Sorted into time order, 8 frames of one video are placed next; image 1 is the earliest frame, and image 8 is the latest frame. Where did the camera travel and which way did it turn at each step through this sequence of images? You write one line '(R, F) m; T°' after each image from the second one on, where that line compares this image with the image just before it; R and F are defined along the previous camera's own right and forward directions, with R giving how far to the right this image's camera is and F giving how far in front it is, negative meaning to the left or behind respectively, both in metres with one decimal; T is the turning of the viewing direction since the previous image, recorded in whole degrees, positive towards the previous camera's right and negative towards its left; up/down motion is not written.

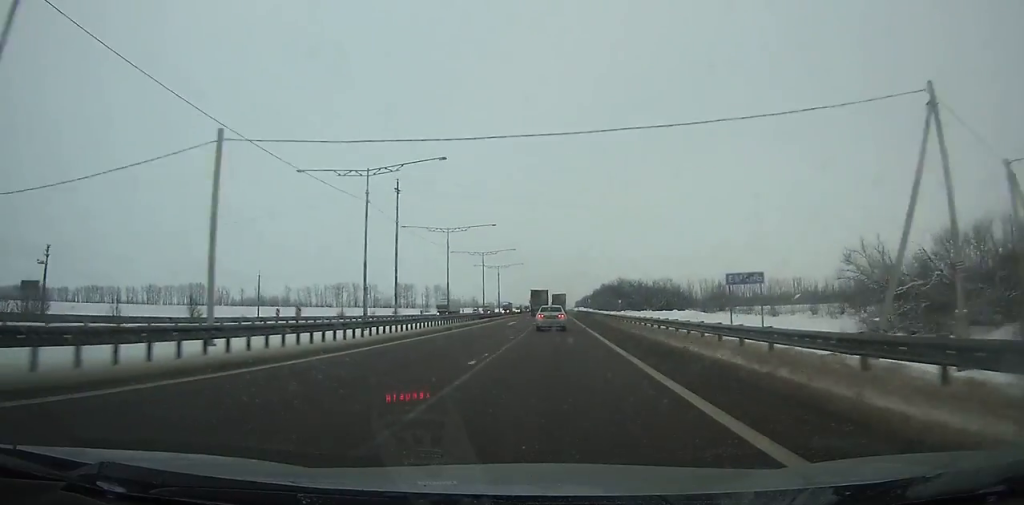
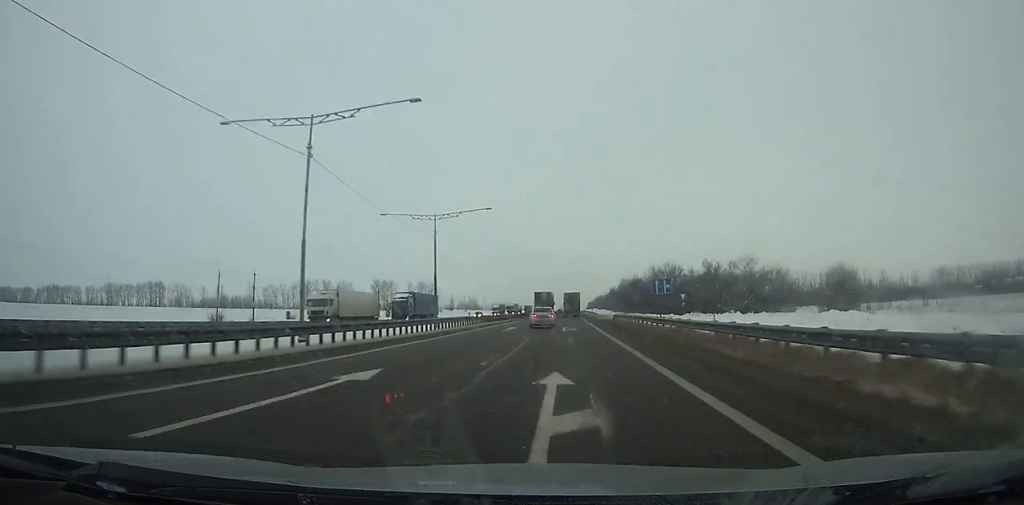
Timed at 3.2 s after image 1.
(-0.9, +72.6) m; -1°
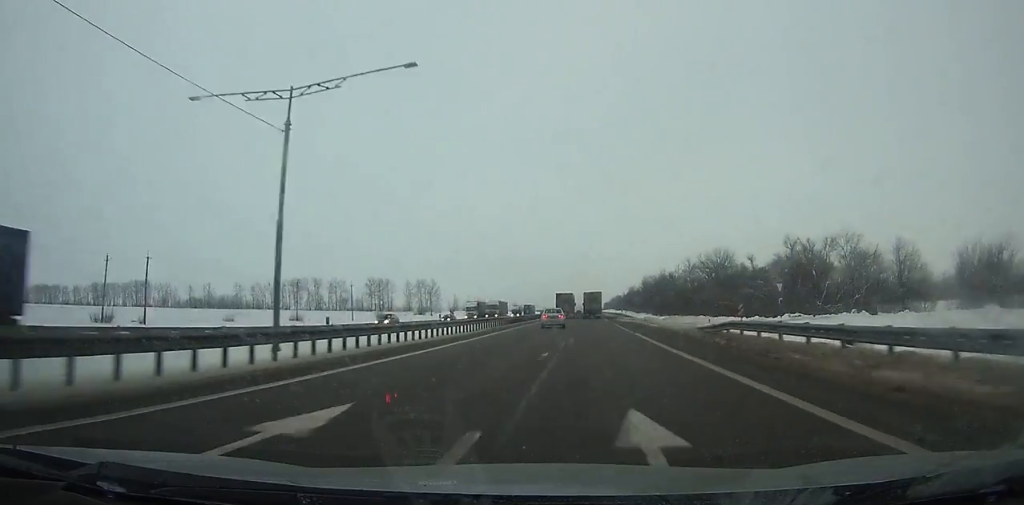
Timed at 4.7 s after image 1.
(-0.3, +34.2) m; 0°
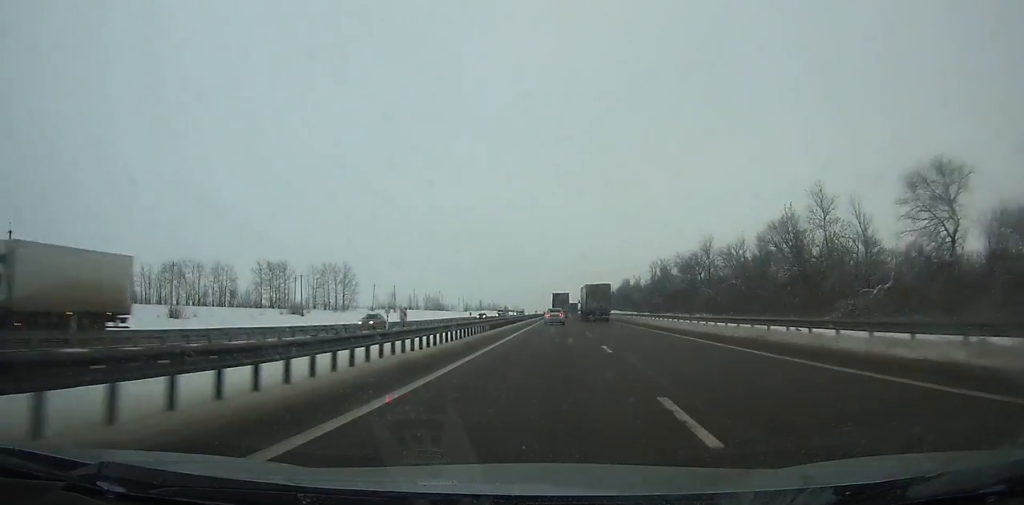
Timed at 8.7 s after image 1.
(+1.1, +93.4) m; +1°
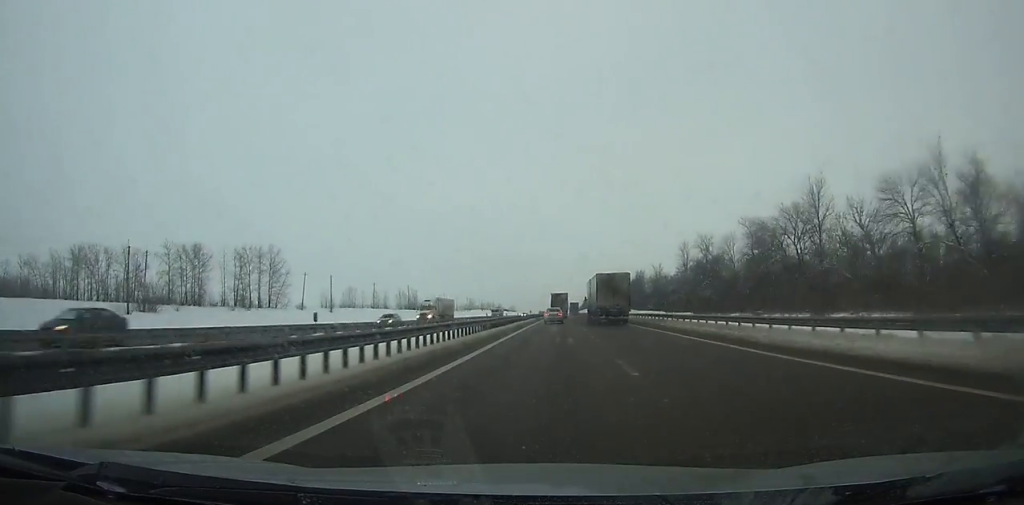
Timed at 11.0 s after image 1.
(+0.5, +54.6) m; 0°
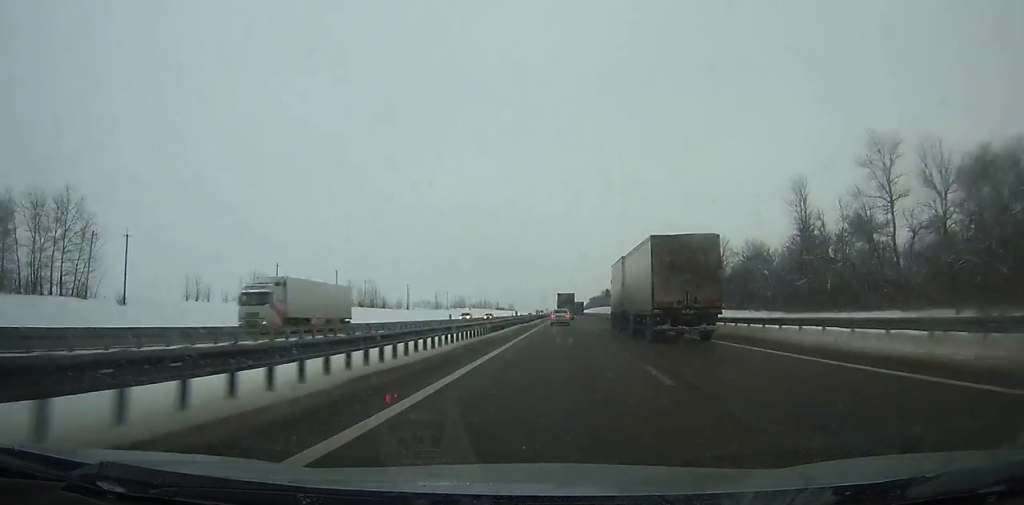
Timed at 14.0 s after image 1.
(-0.3, +72.6) m; 0°
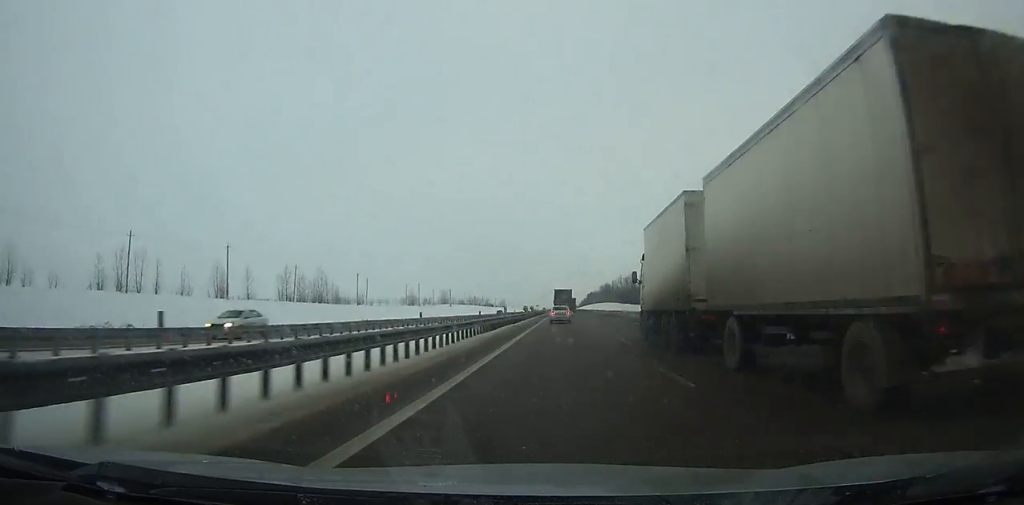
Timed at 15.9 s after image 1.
(+0.1, +46.9) m; 0°
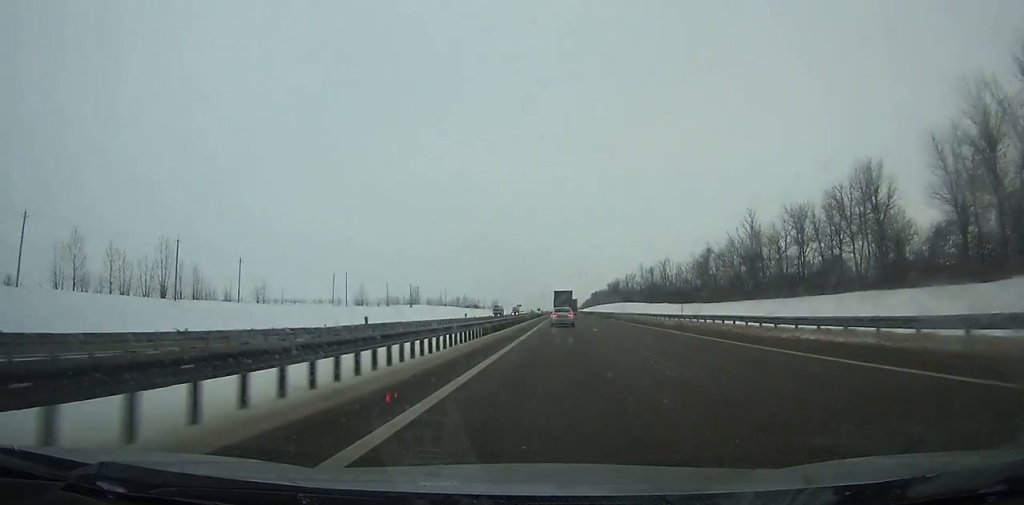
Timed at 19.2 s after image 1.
(+0.5, +82.0) m; 0°
